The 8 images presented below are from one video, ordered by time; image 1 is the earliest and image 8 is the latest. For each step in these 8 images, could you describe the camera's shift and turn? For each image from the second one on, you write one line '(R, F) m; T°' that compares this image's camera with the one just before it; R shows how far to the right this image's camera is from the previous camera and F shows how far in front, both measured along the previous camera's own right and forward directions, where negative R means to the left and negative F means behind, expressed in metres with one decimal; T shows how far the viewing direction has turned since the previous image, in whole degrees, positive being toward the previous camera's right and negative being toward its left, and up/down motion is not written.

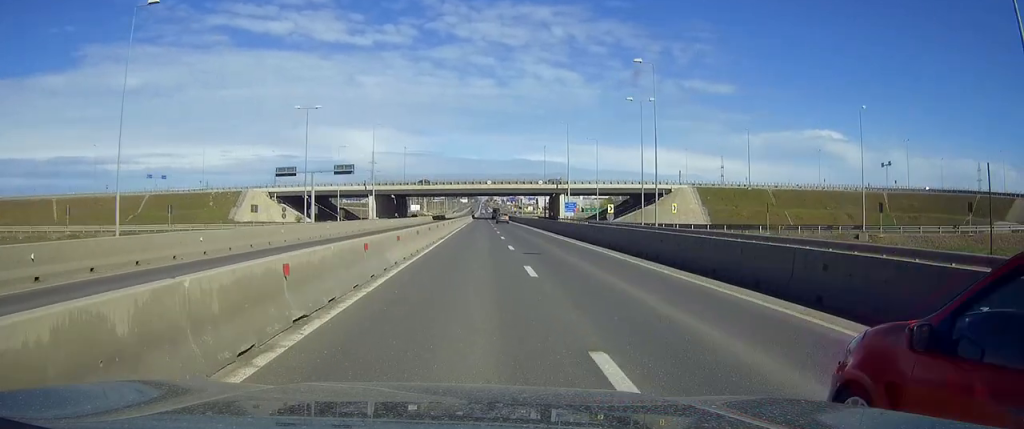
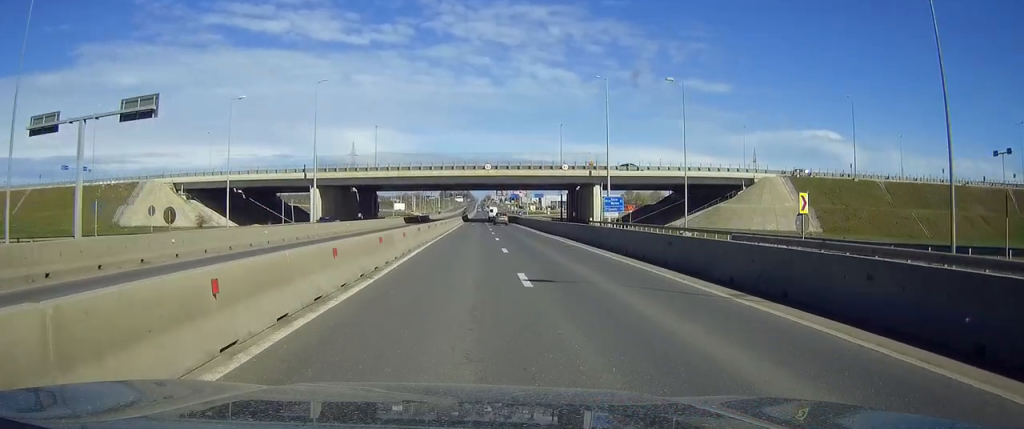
(+0.1, +50.0) m; 0°
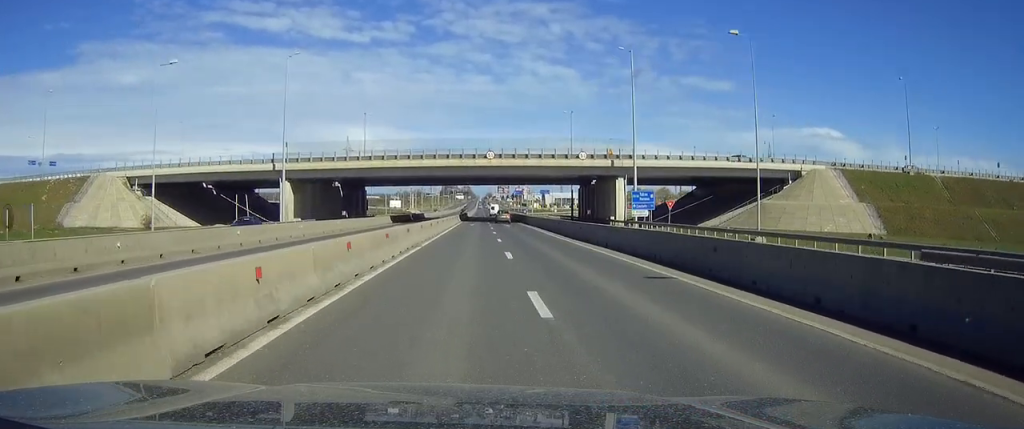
(0.0, +16.4) m; 0°
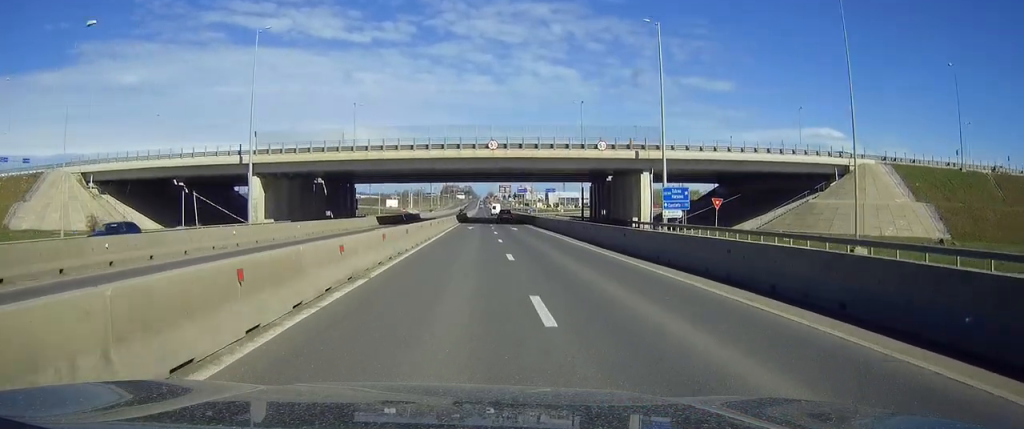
(0.0, +12.7) m; 0°
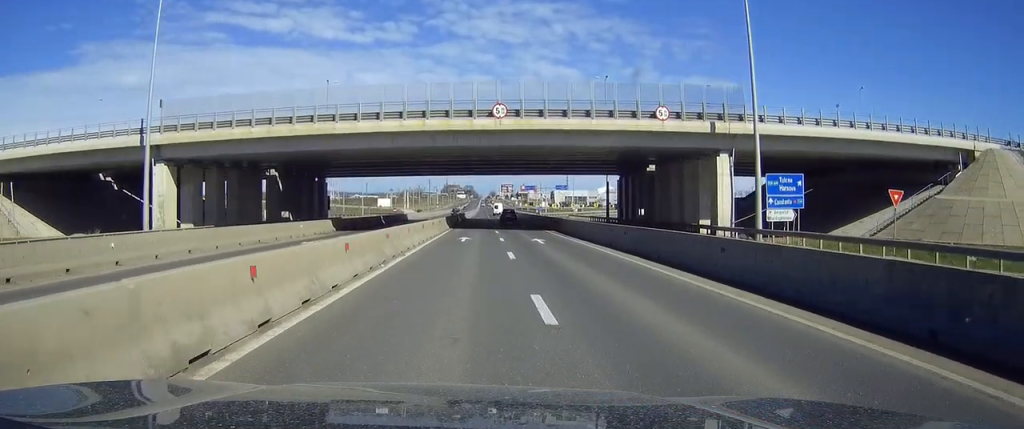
(-0.1, +23.7) m; 0°
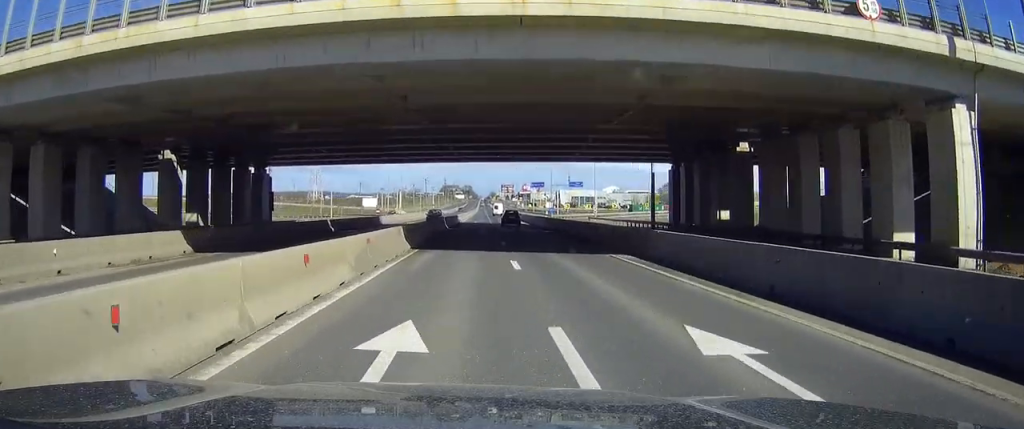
(+0.1, +27.4) m; 0°
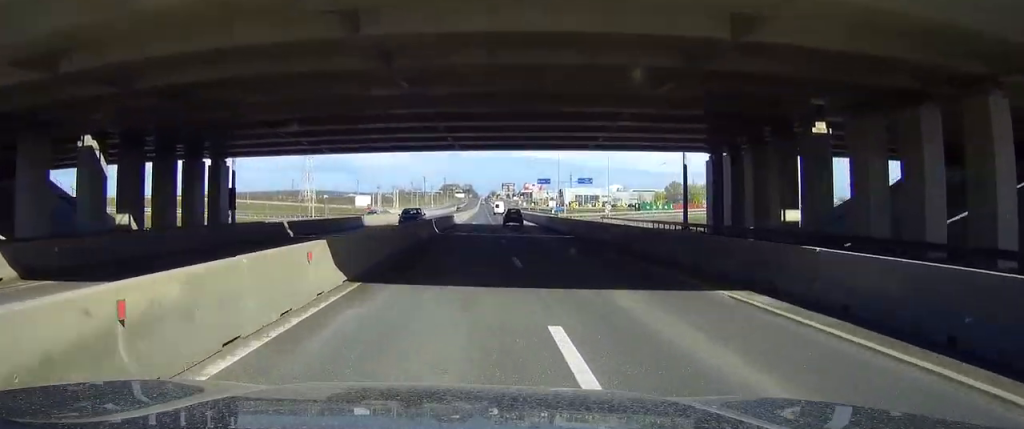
(-0.1, +11.9) m; 0°
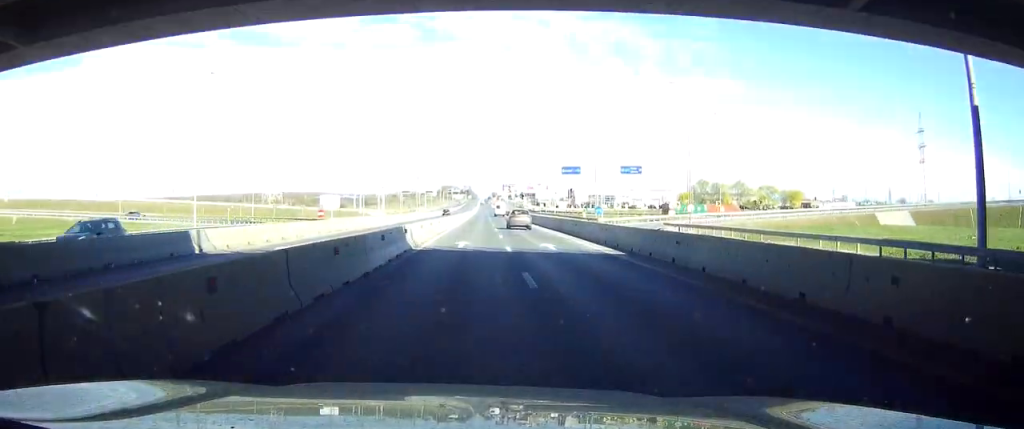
(+0.1, +40.2) m; 0°
